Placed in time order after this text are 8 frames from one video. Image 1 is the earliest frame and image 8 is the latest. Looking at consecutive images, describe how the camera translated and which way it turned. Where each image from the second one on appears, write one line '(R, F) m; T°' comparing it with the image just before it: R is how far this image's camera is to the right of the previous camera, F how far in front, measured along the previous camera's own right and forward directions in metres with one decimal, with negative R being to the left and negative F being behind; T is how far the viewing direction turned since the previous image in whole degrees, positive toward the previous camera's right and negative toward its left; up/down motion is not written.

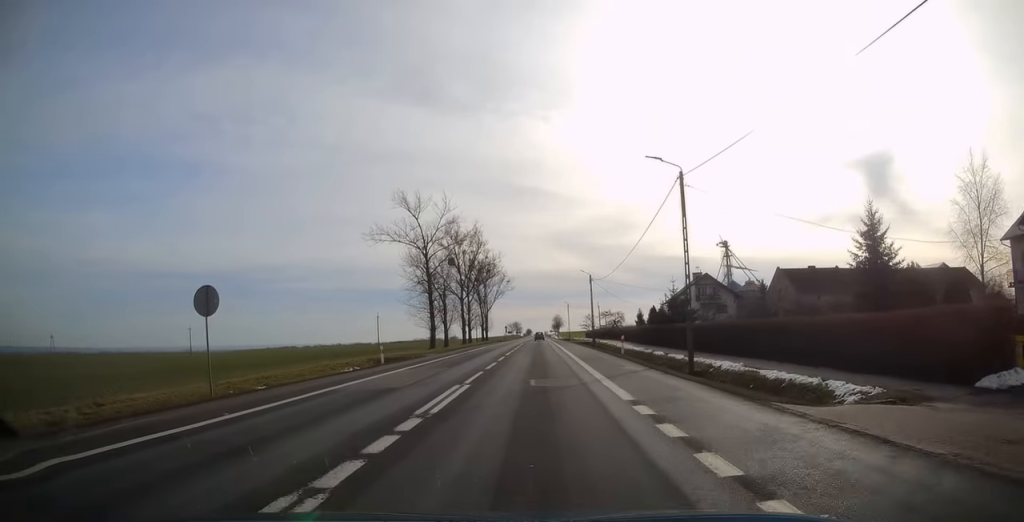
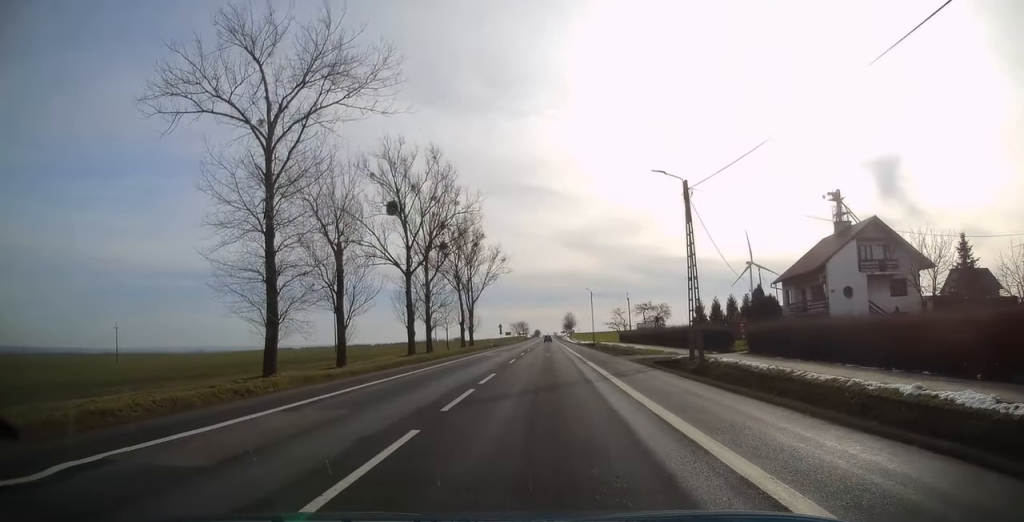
(+0.3, +47.5) m; 0°
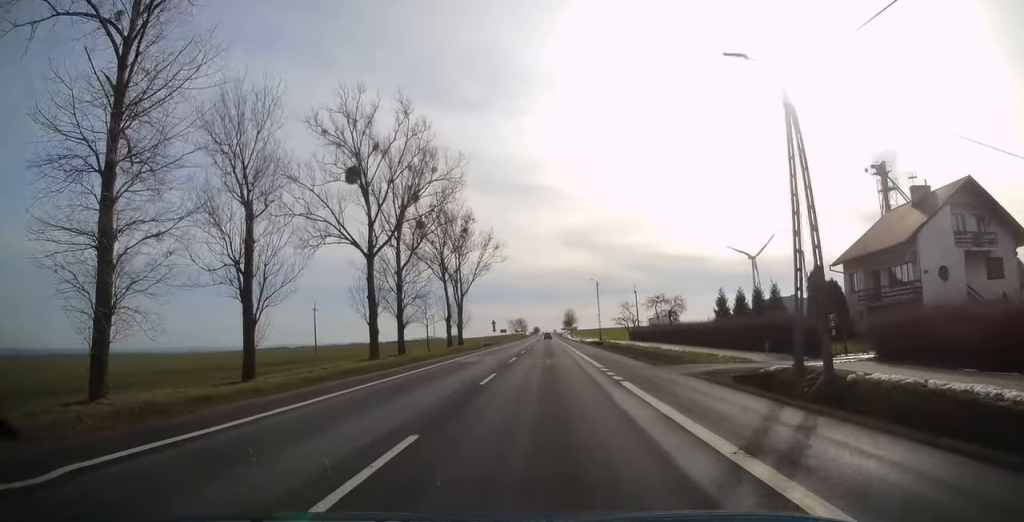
(-0.1, +12.6) m; 0°
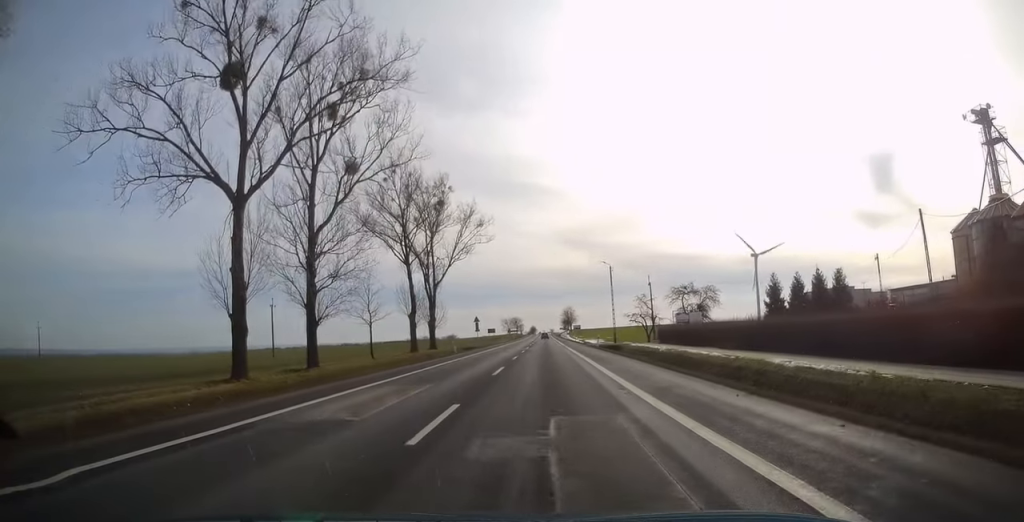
(+0.1, +20.4) m; 0°
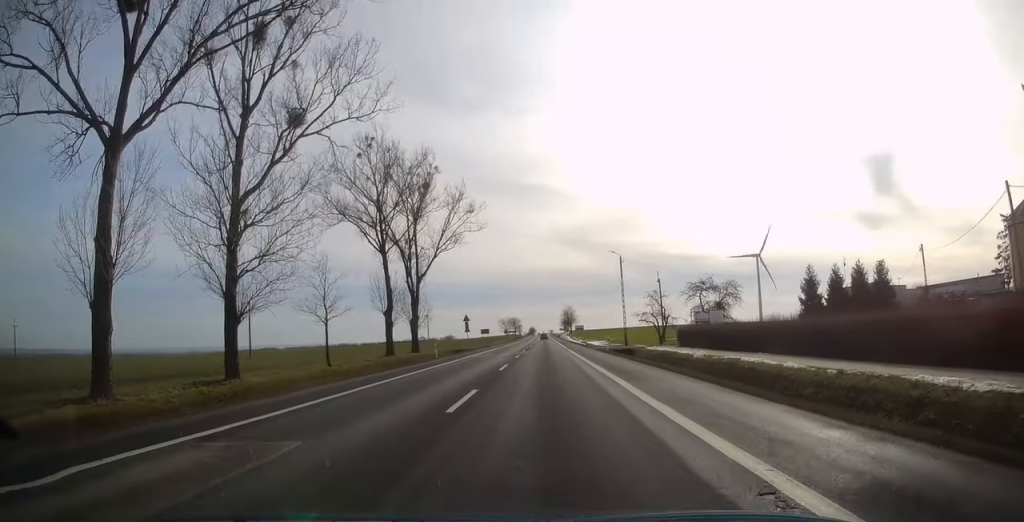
(-0.2, +8.9) m; 0°
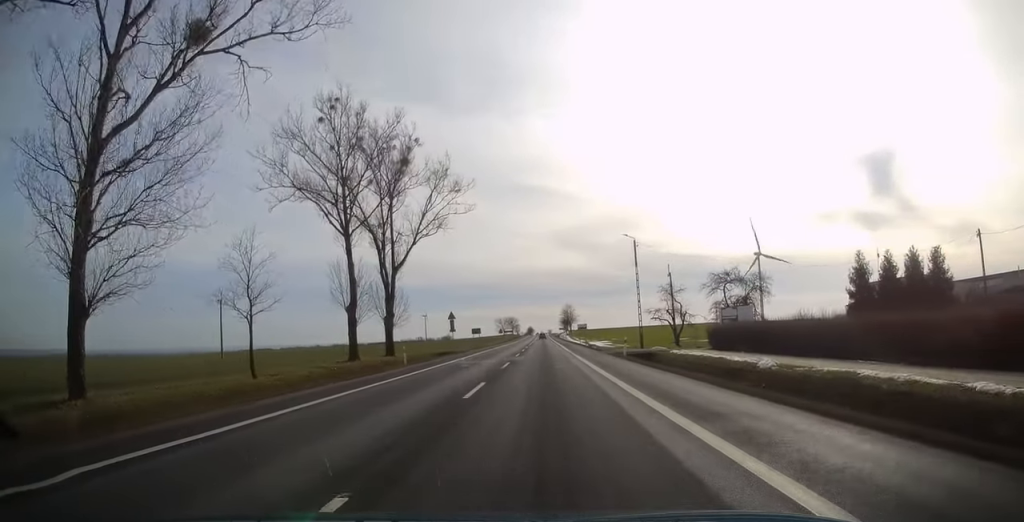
(+0.3, +9.4) m; 0°
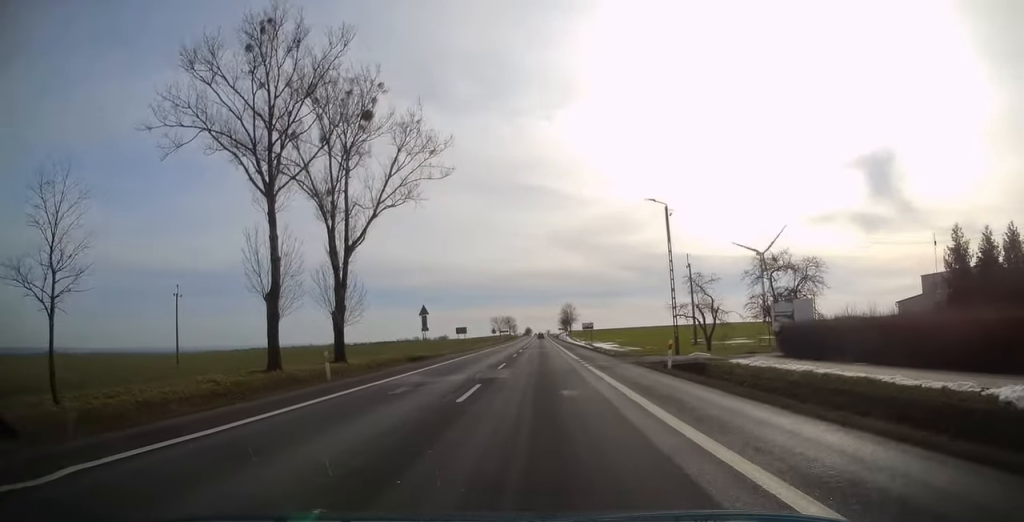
(+0.1, +12.2) m; 0°
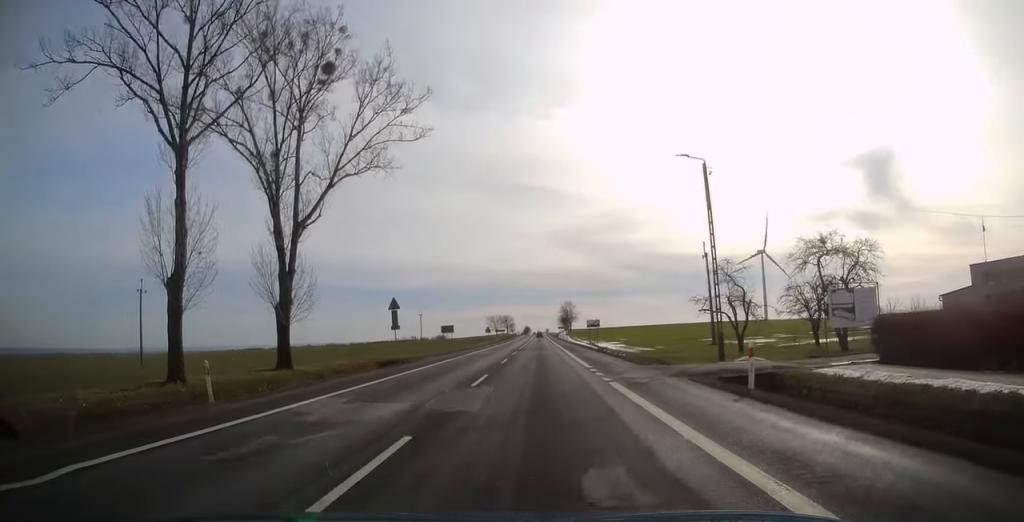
(-0.1, +8.3) m; 0°
